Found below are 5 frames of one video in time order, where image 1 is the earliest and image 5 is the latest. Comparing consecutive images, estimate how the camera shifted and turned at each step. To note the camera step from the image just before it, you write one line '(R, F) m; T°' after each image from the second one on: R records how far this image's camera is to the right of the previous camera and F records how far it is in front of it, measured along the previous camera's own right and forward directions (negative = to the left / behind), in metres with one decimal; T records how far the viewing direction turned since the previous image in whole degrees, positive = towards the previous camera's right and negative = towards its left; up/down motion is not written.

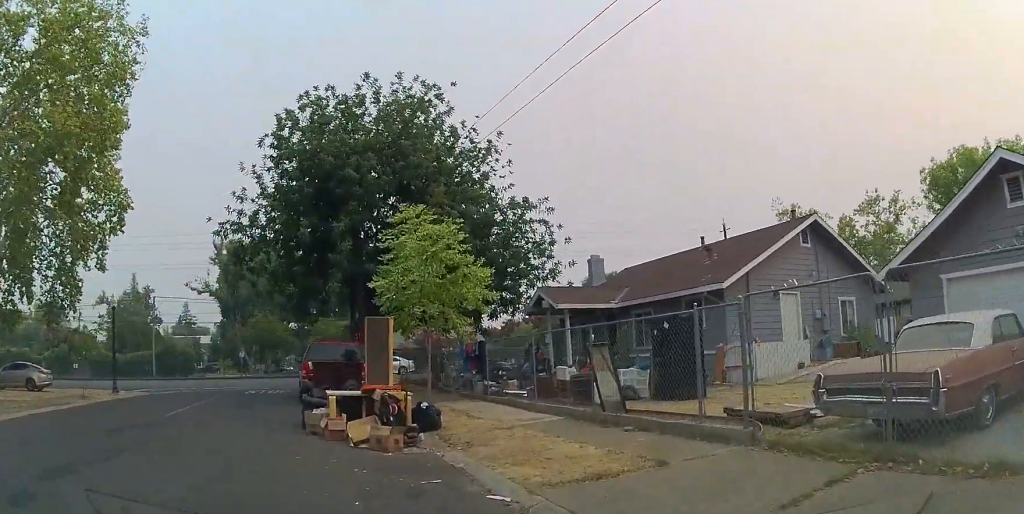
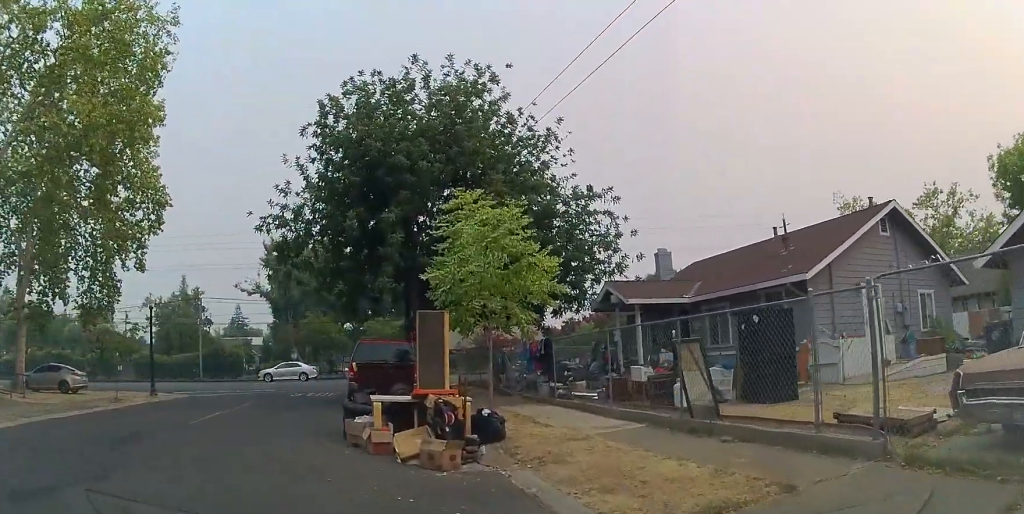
(+0.3, +2.2) m; -5°
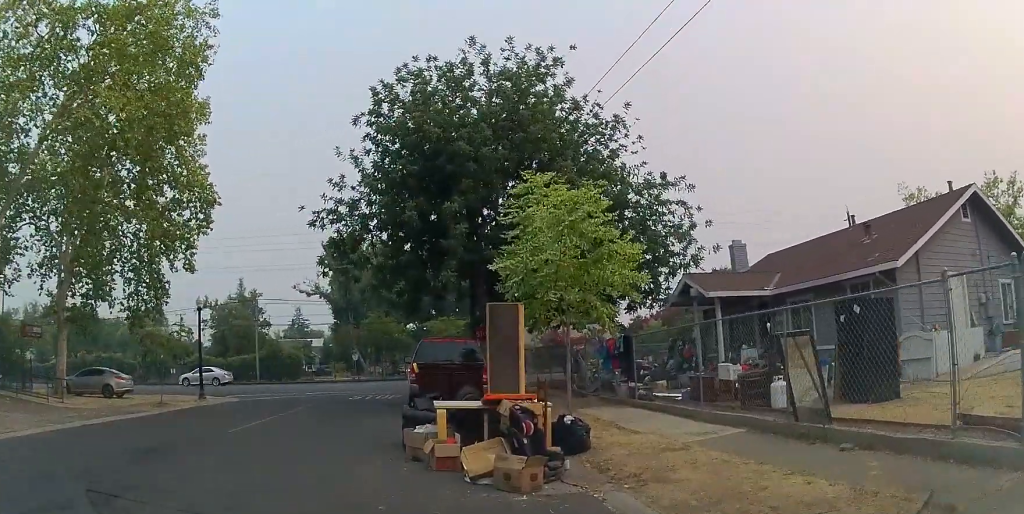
(-0.5, +1.2) m; -20°
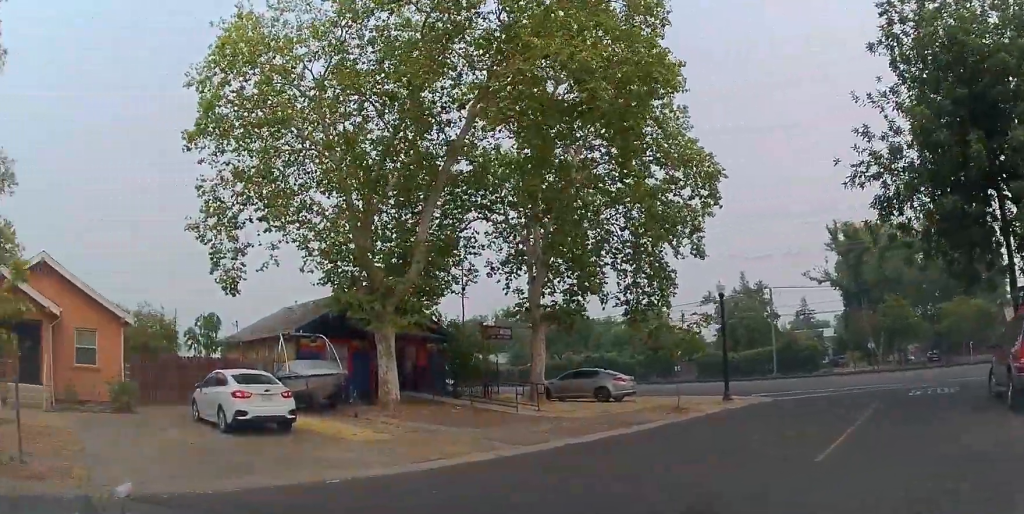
(-2.2, +3.2) m; -63°
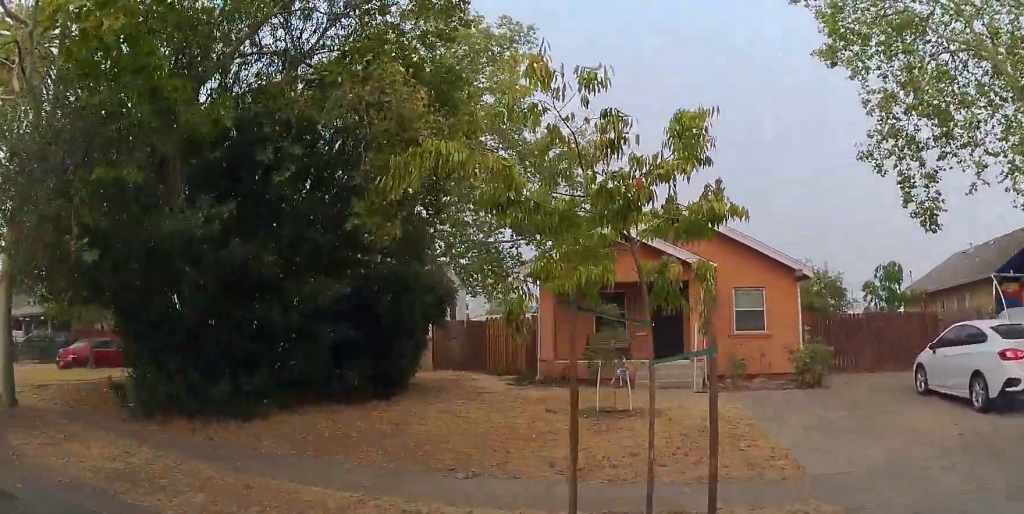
(-2.0, +4.0) m; -54°
